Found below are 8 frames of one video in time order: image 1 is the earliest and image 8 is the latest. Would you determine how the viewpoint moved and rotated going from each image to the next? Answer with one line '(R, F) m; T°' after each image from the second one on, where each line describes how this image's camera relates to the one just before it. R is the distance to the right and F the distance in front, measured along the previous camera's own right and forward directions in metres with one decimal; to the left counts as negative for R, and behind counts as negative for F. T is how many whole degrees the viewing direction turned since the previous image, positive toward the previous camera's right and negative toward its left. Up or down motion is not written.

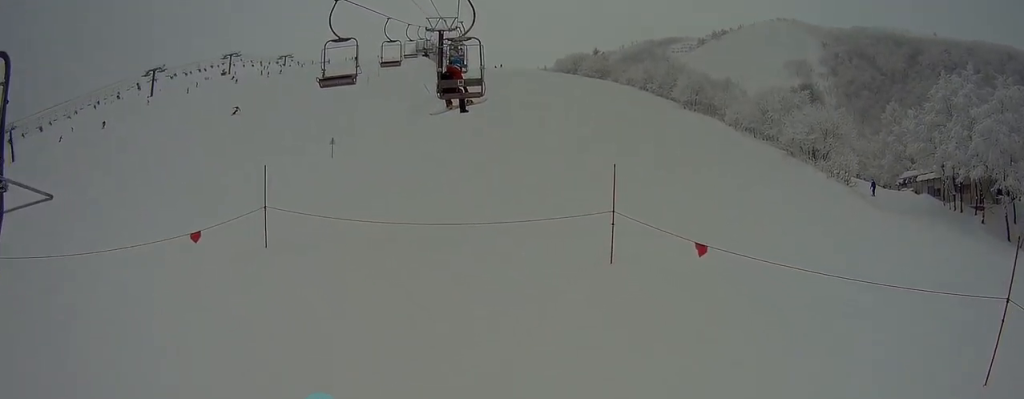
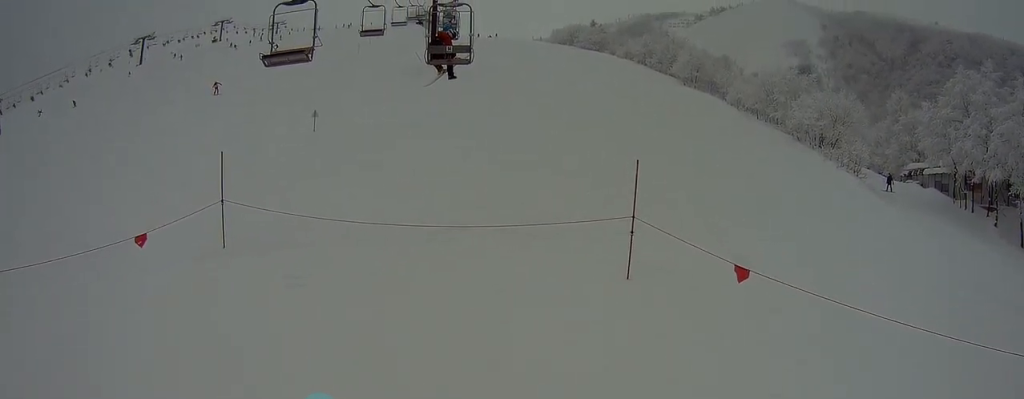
(+0.4, +3.6) m; +6°
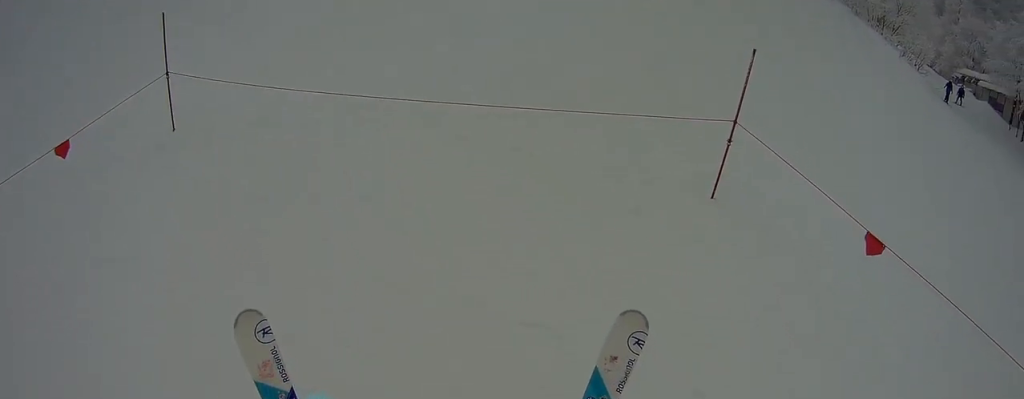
(0.0, +4.9) m; -1°
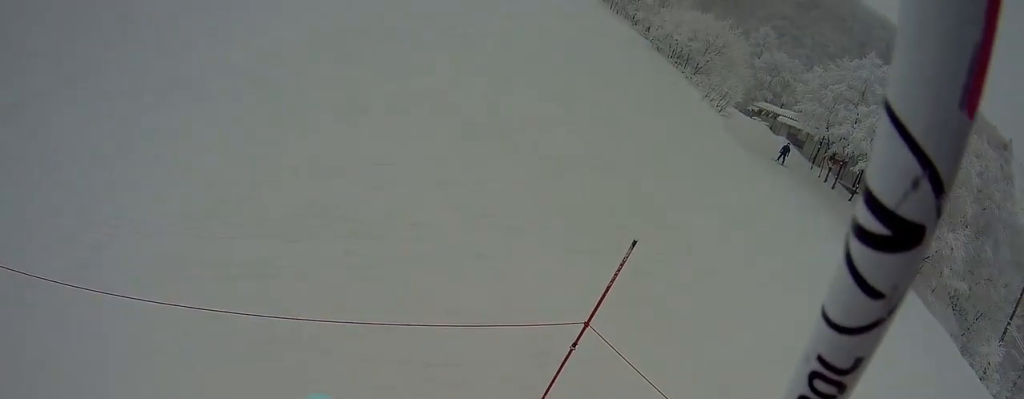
(-0.8, +7.1) m; -3°
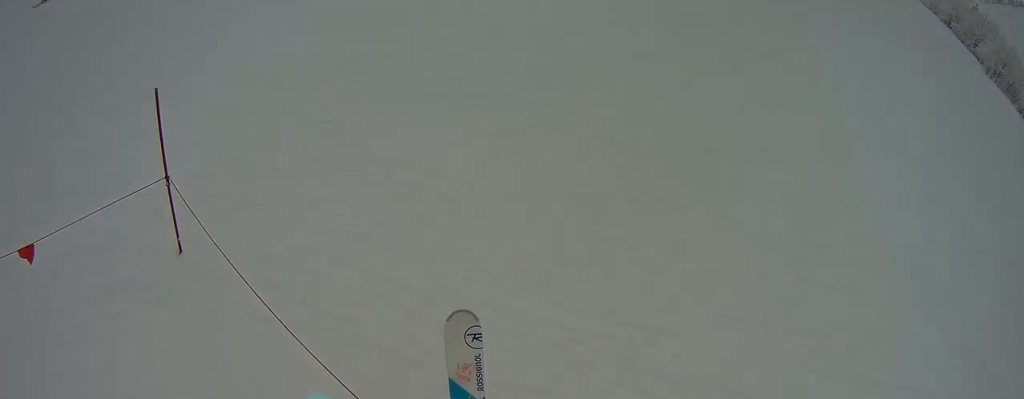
(+0.3, +3.5) m; +7°
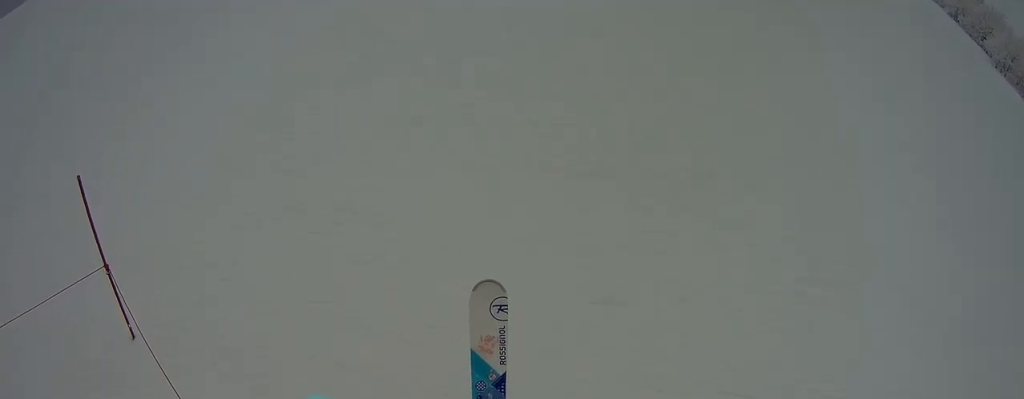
(+0.6, +2.5) m; +3°
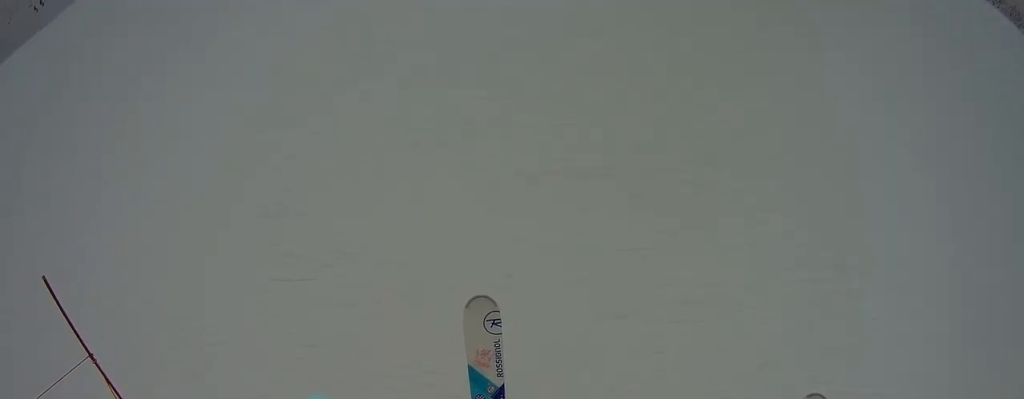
(-0.3, +1.9) m; -6°
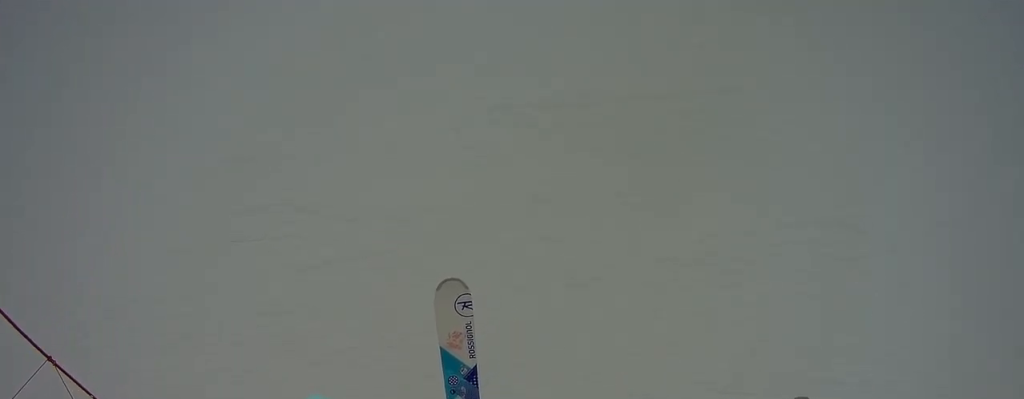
(-0.2, +3.0) m; -10°
